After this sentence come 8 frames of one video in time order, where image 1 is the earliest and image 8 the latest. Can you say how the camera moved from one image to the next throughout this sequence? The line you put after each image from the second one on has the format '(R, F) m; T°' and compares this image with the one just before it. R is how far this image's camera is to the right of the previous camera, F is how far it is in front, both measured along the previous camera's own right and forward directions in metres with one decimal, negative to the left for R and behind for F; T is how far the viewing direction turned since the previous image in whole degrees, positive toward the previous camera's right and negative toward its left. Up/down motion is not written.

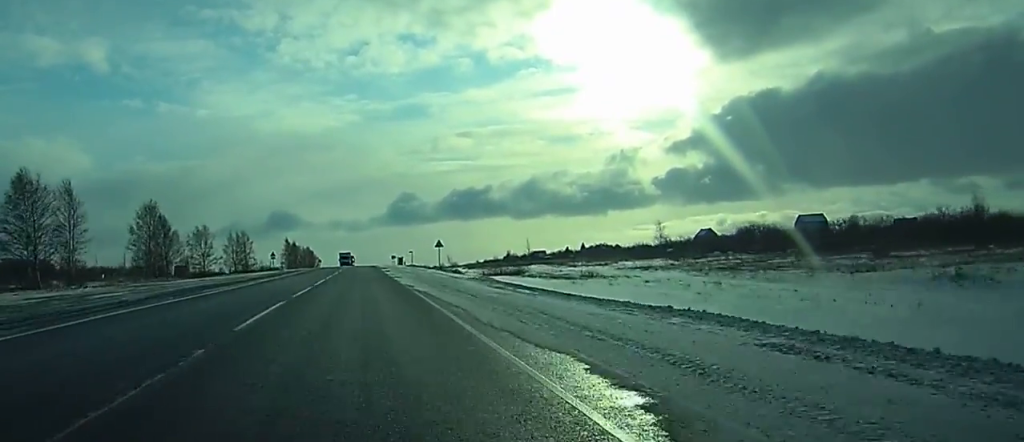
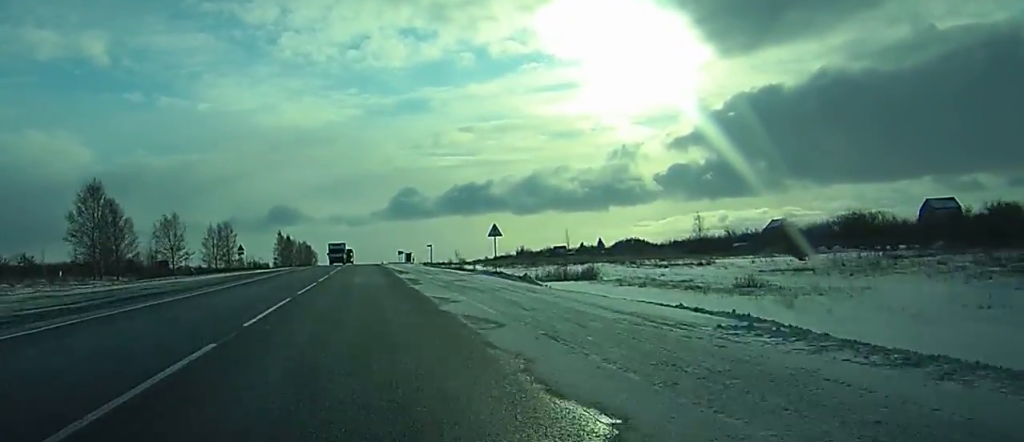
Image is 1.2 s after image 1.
(-0.9, +33.8) m; -1°
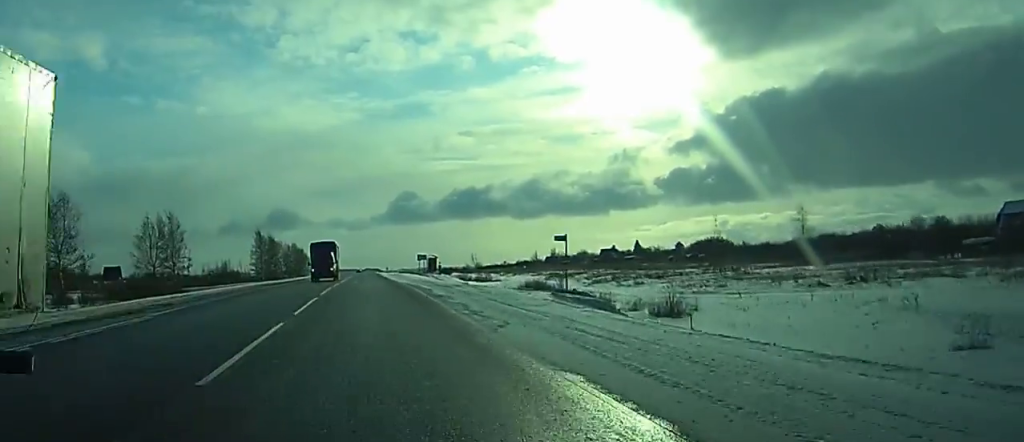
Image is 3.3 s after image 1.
(+1.8, +63.7) m; +2°
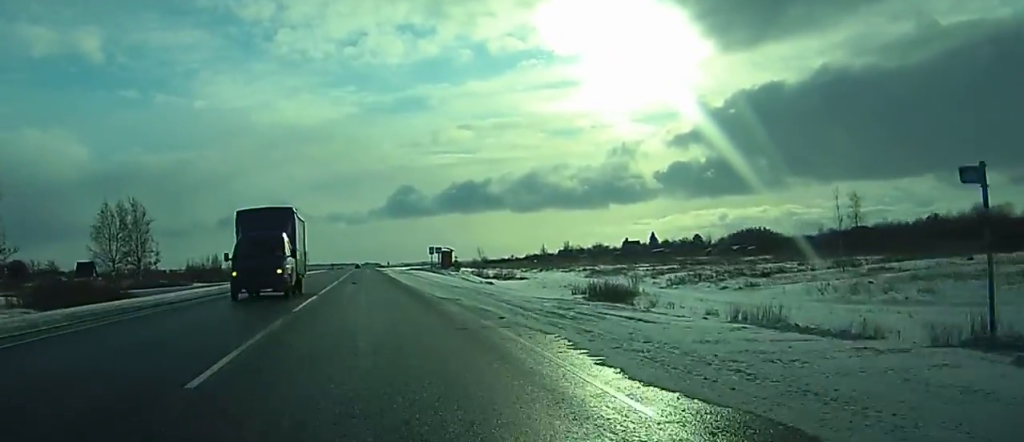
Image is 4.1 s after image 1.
(+0.1, +24.1) m; 0°
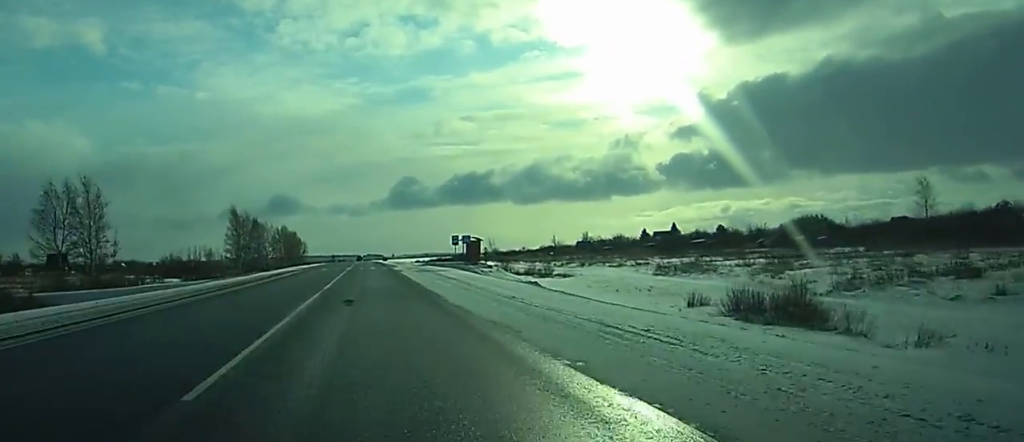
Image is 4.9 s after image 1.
(0.0, +24.3) m; 0°
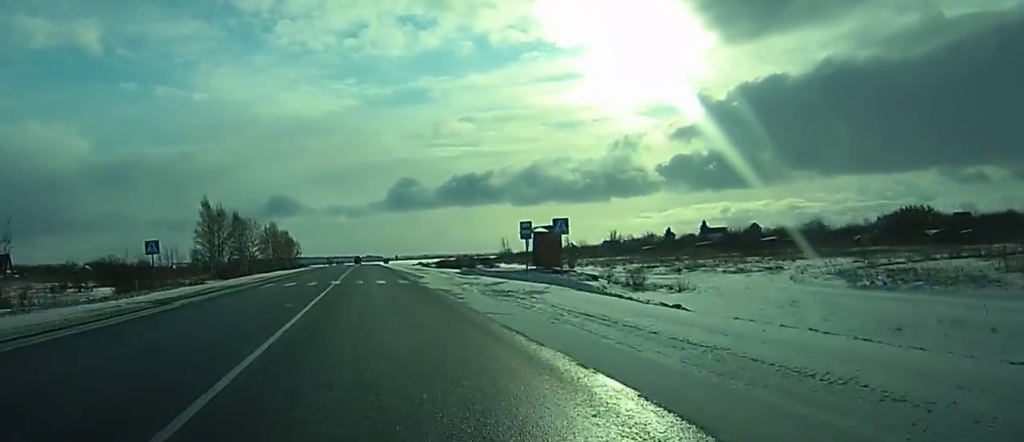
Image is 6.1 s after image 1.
(0.0, +35.0) m; 0°
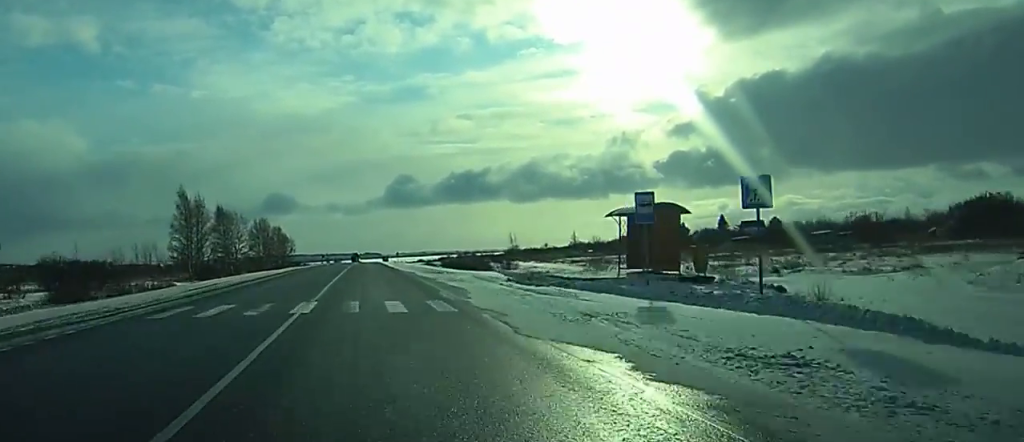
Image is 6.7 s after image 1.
(0.0, +19.7) m; 0°
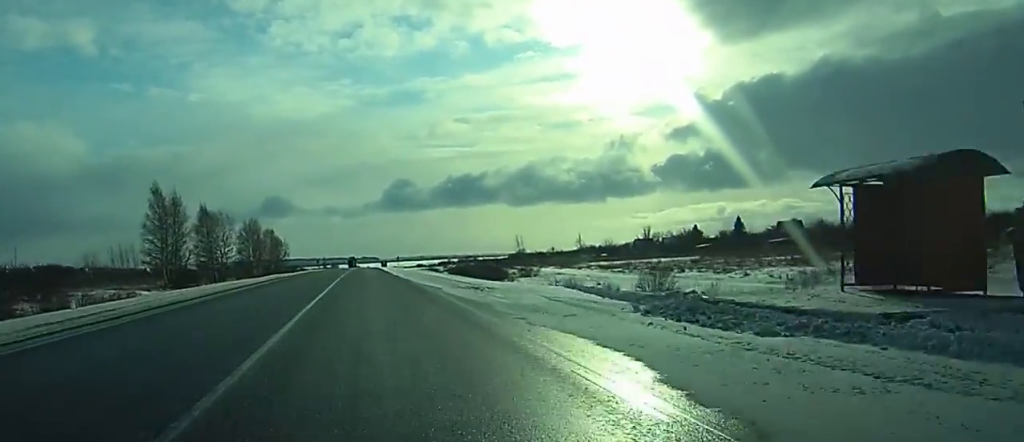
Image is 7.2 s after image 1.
(+0.1, +16.7) m; 0°
